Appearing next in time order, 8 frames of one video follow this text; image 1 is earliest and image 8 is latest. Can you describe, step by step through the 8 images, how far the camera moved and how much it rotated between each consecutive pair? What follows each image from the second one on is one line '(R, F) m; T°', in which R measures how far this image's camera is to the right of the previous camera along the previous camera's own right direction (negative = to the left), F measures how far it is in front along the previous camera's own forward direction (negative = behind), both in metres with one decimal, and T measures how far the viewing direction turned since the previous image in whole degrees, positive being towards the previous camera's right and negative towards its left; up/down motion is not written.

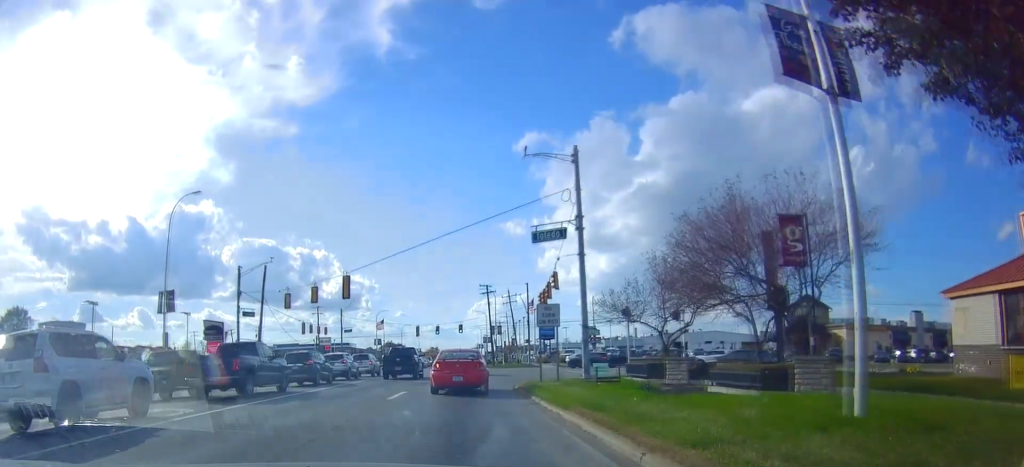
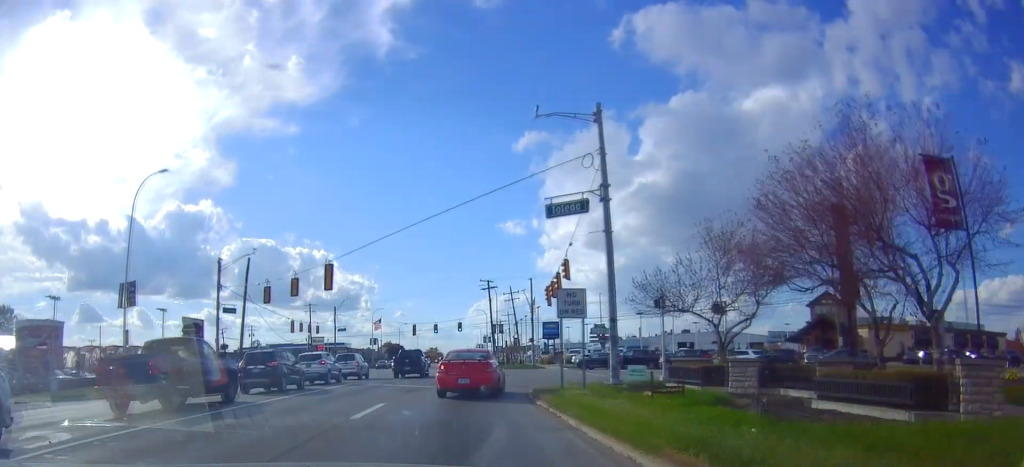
(+0.1, +5.5) m; +1°
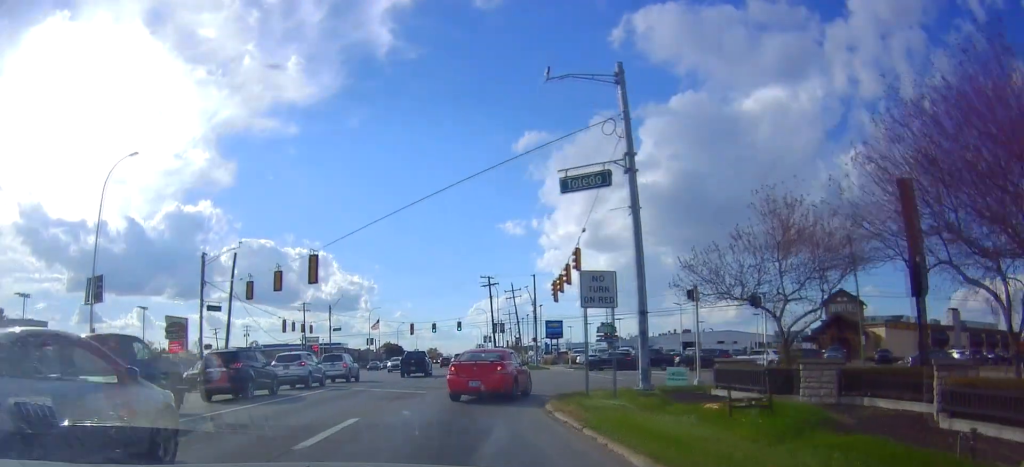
(0.0, +3.9) m; 0°
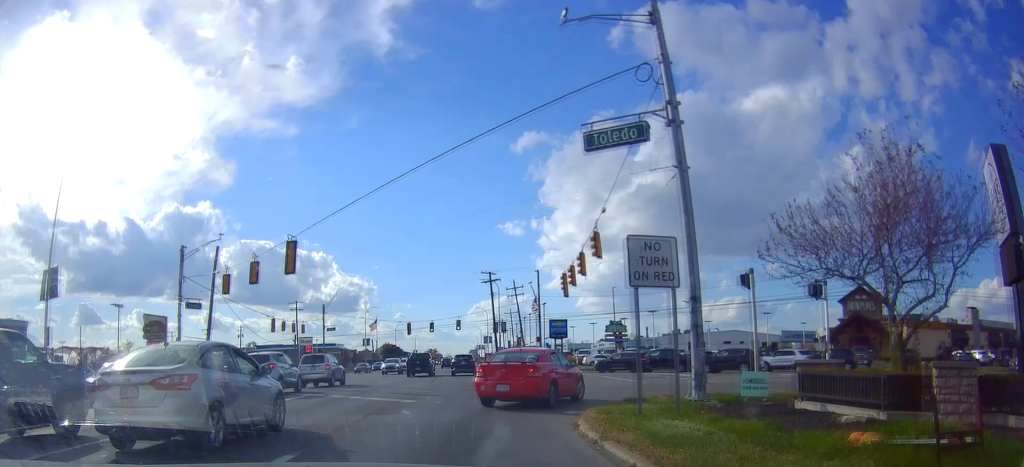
(0.0, +4.5) m; 0°
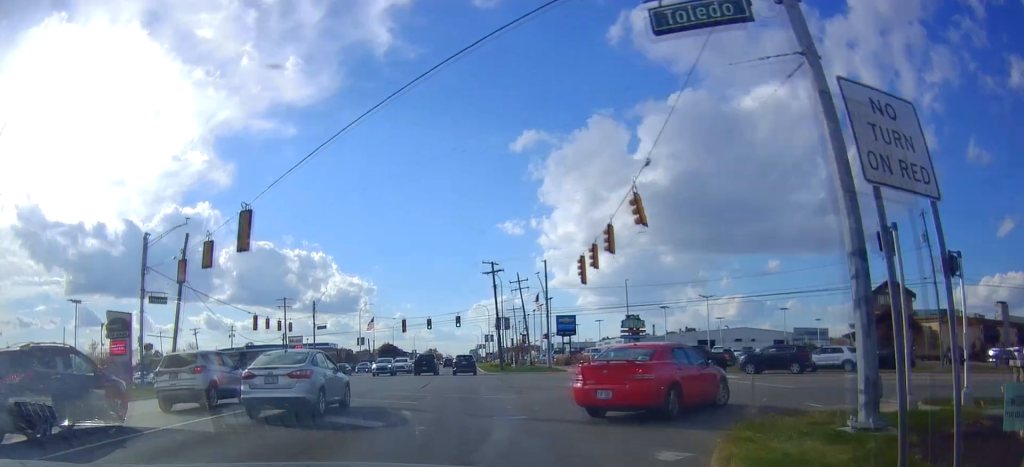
(0.0, +6.2) m; 0°
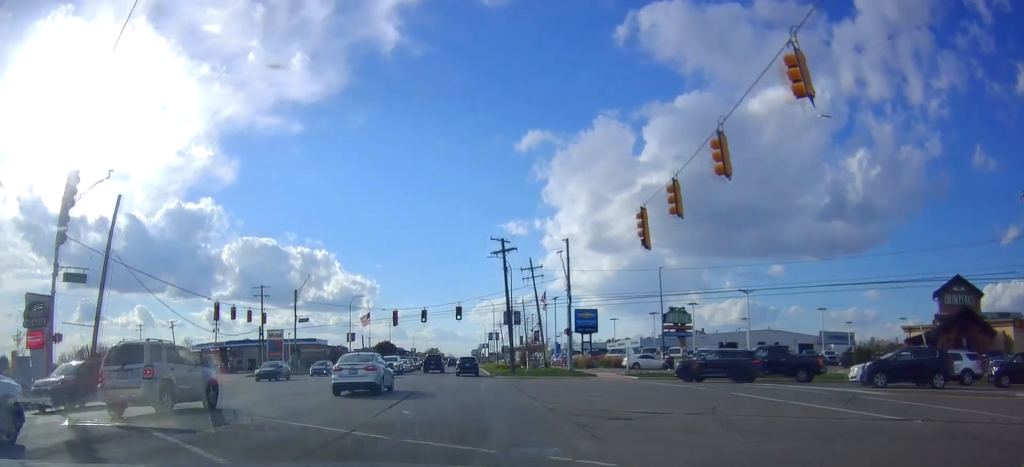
(-0.1, +10.6) m; -3°
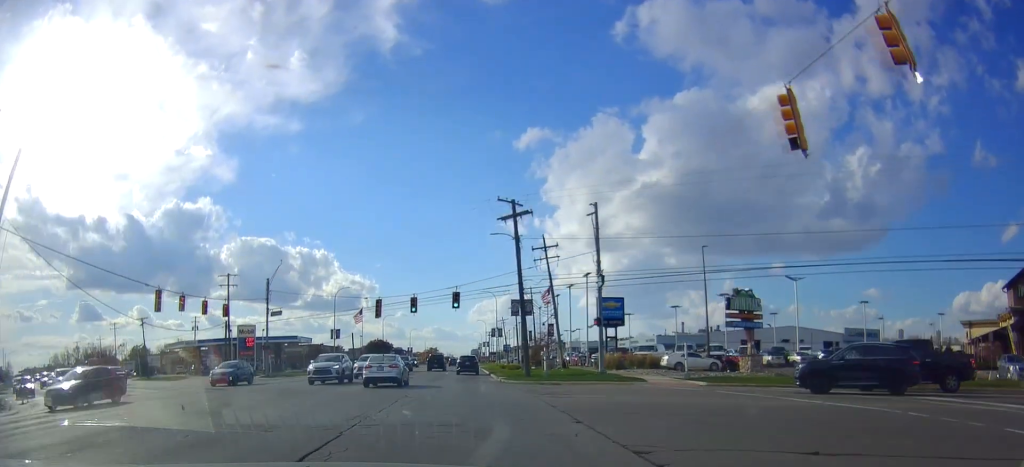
(-0.4, +10.6) m; 0°
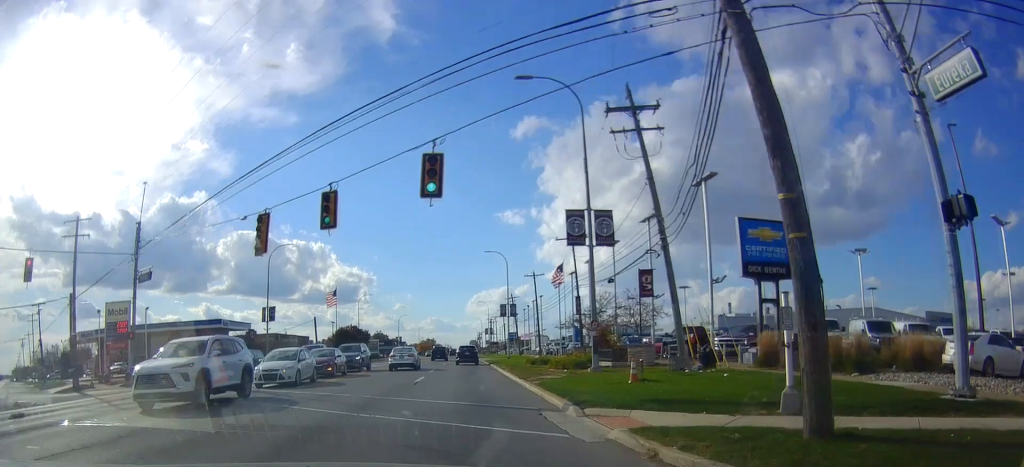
(+0.2, +27.8) m; +1°
